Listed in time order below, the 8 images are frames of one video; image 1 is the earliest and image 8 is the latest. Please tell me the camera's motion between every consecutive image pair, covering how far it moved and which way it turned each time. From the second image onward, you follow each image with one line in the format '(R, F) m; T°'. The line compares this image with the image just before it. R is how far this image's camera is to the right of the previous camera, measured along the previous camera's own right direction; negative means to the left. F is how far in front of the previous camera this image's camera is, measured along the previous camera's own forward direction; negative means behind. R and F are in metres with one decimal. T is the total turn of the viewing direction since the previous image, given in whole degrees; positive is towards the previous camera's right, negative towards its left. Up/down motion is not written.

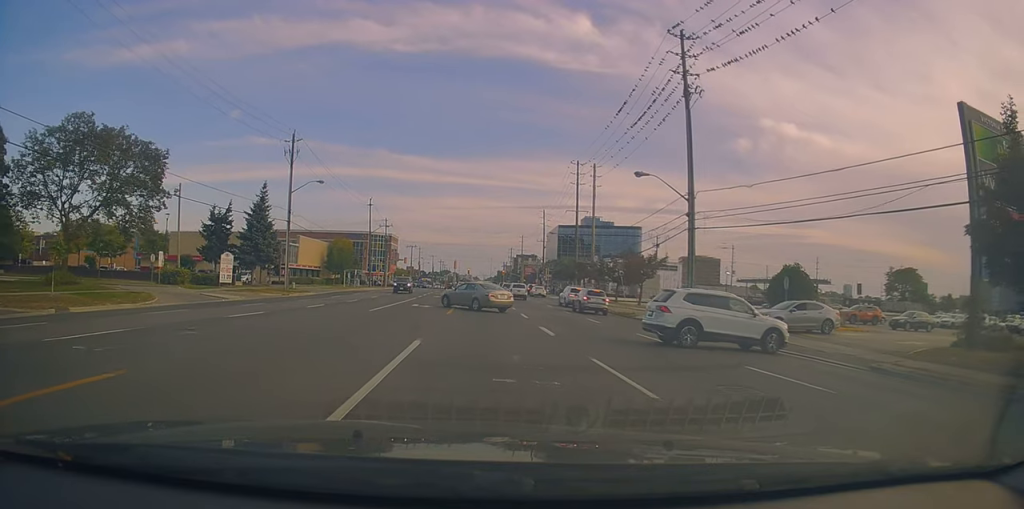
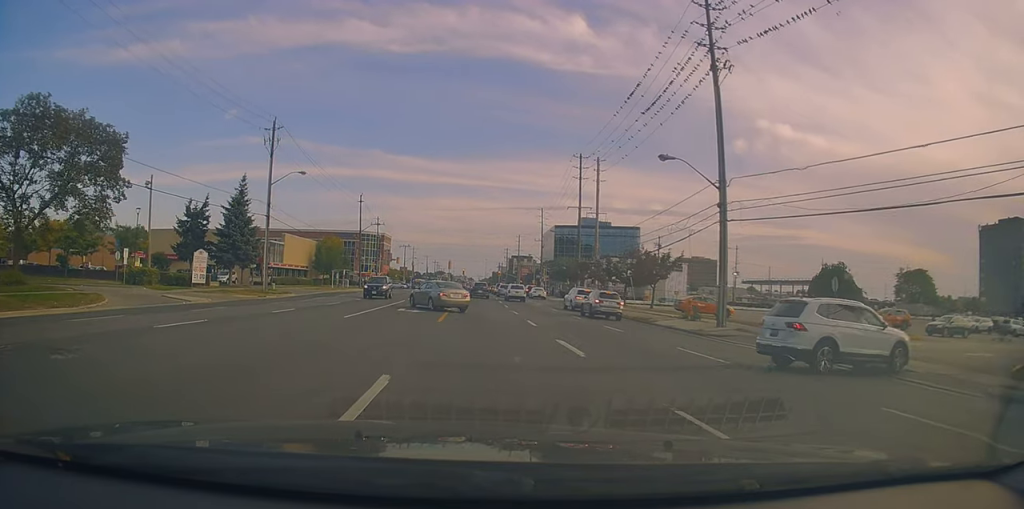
(+0.1, +4.2) m; 0°
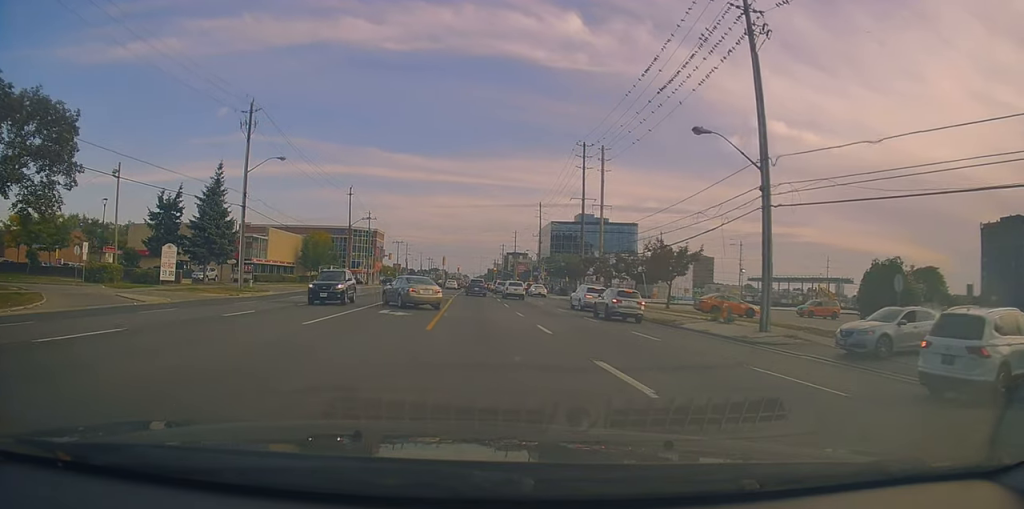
(-0.1, +4.3) m; 0°
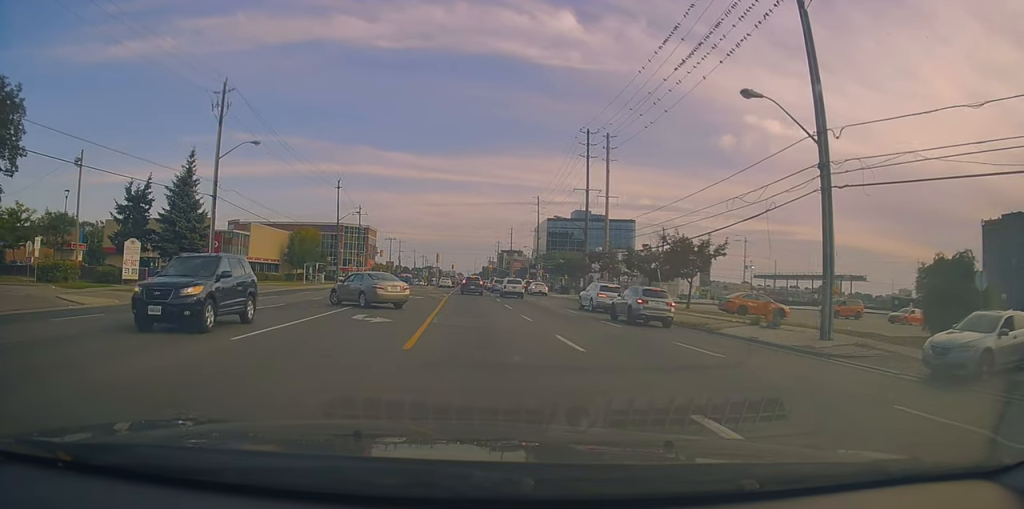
(0.0, +4.4) m; +1°
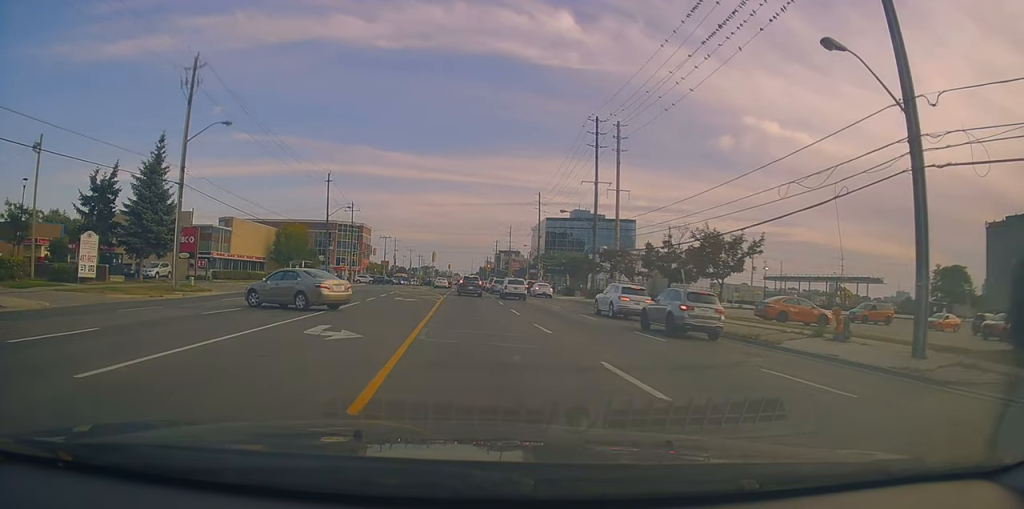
(+0.1, +4.7) m; +1°
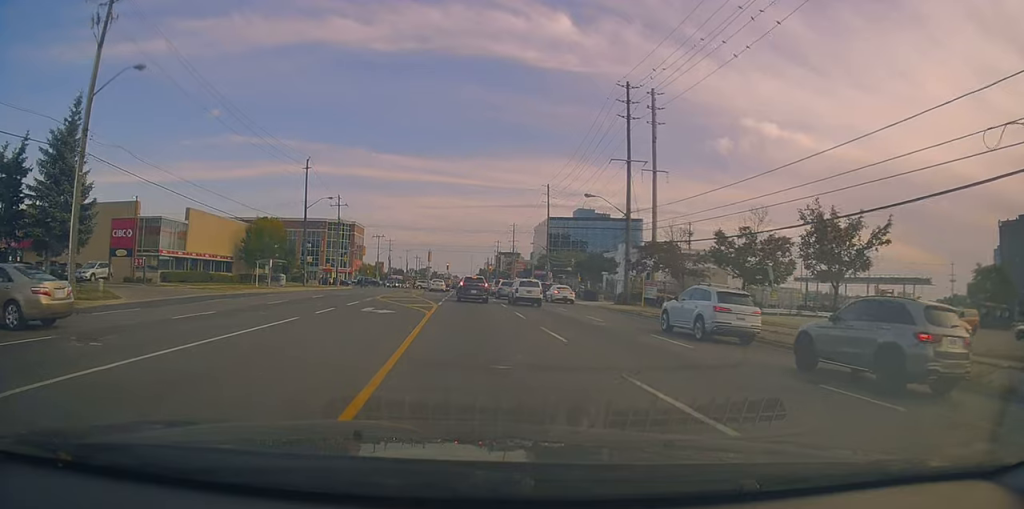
(0.0, +10.4) m; 0°
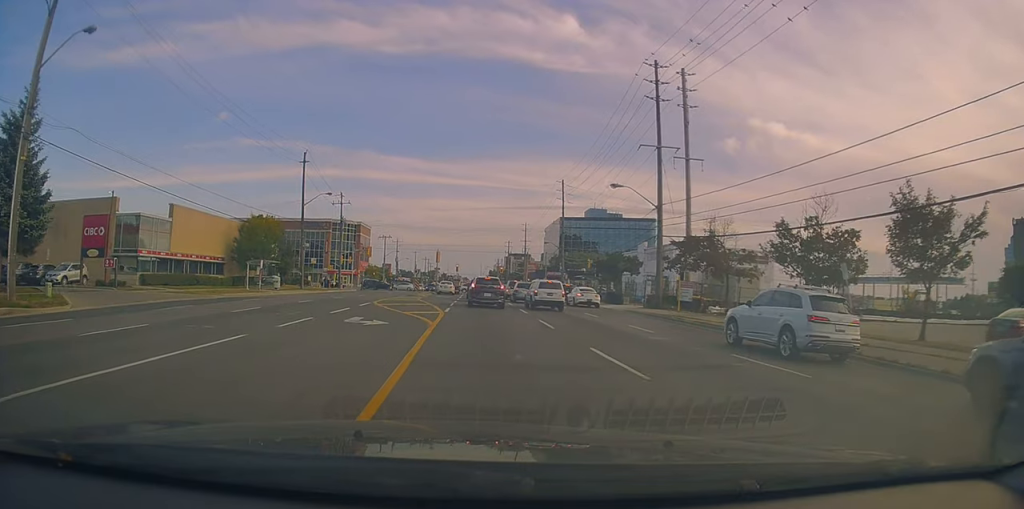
(0.0, +4.8) m; -1°
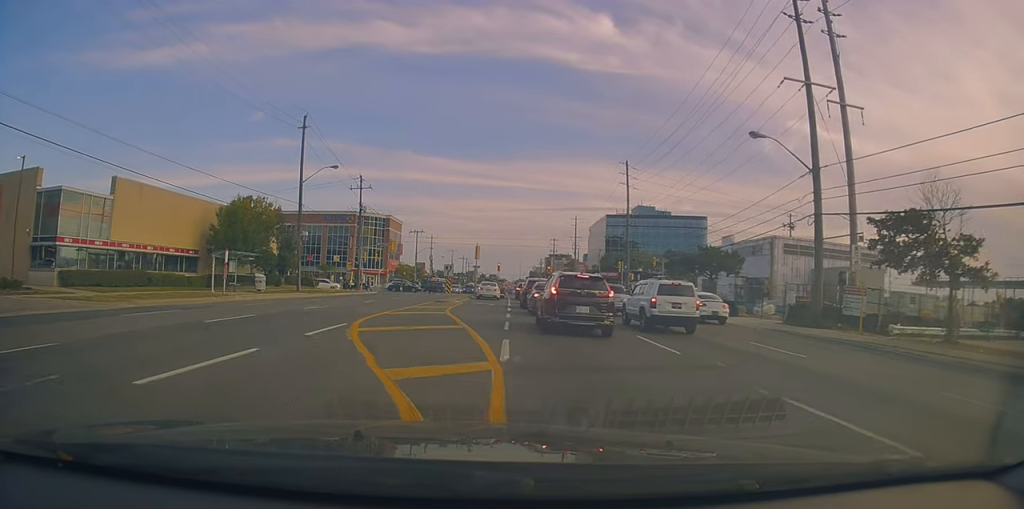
(-0.7, +14.7) m; -4°
